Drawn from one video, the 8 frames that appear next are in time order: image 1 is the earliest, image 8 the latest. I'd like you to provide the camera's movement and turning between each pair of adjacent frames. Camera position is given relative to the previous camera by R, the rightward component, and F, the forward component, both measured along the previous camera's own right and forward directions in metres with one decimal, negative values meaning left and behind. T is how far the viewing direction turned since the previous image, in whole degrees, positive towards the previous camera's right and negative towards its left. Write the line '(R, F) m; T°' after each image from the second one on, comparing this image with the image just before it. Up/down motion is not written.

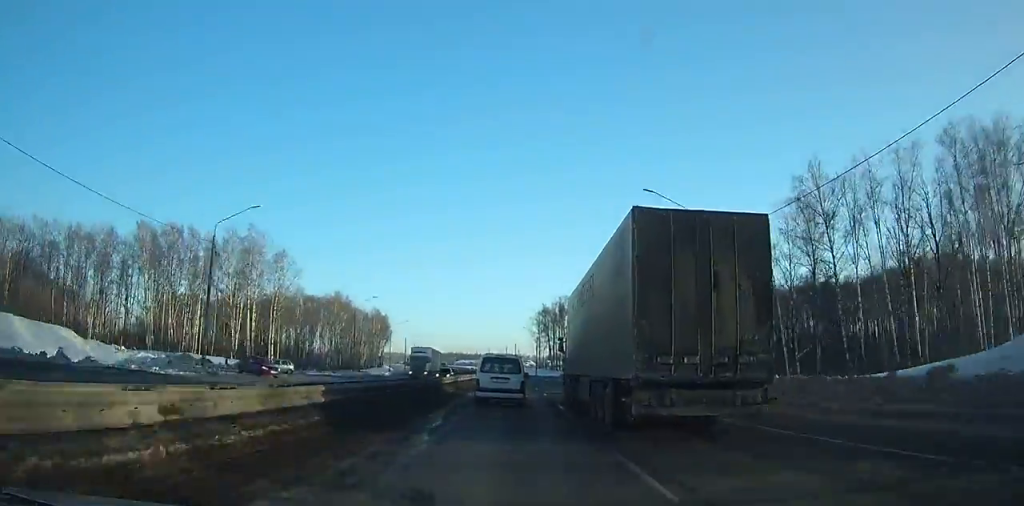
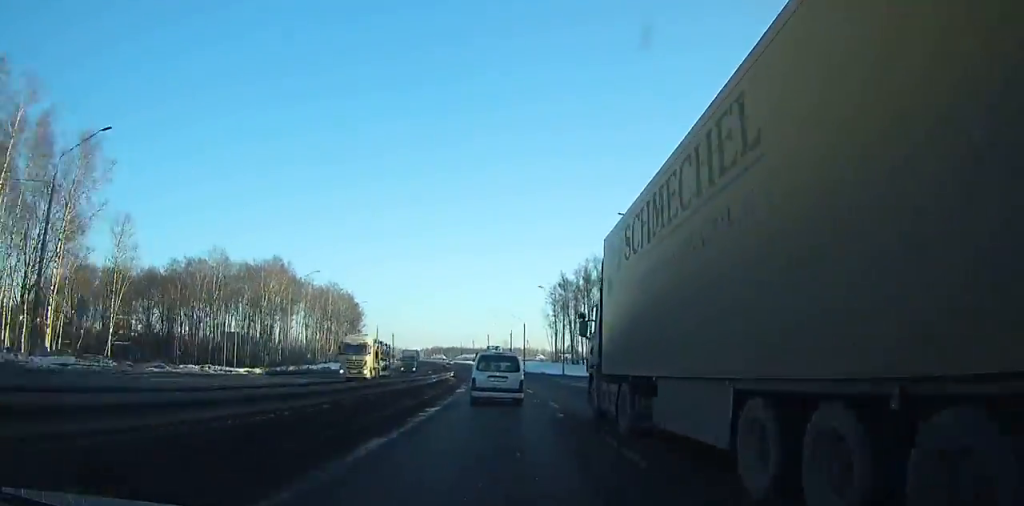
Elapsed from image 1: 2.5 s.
(-1.2, +58.2) m; -3°
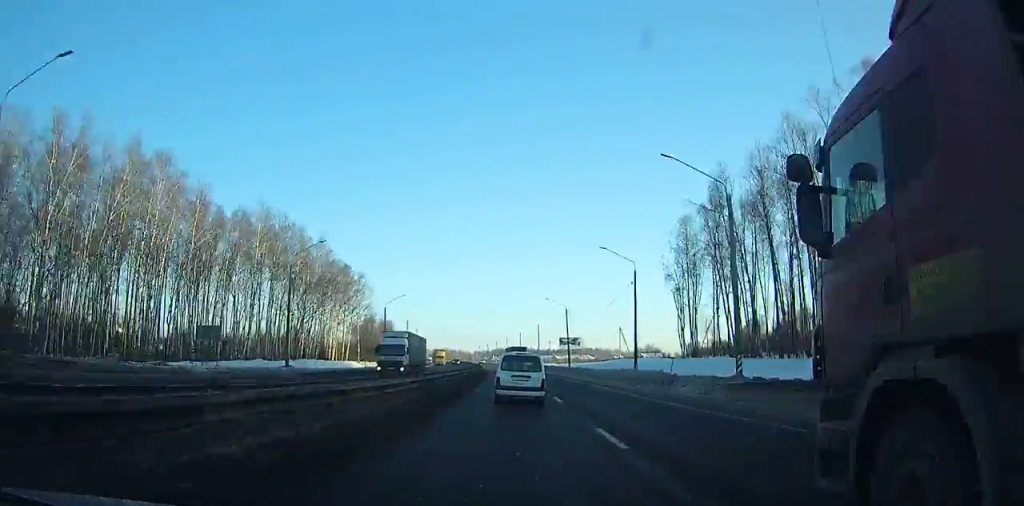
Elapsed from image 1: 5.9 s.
(-3.7, +79.4) m; -5°
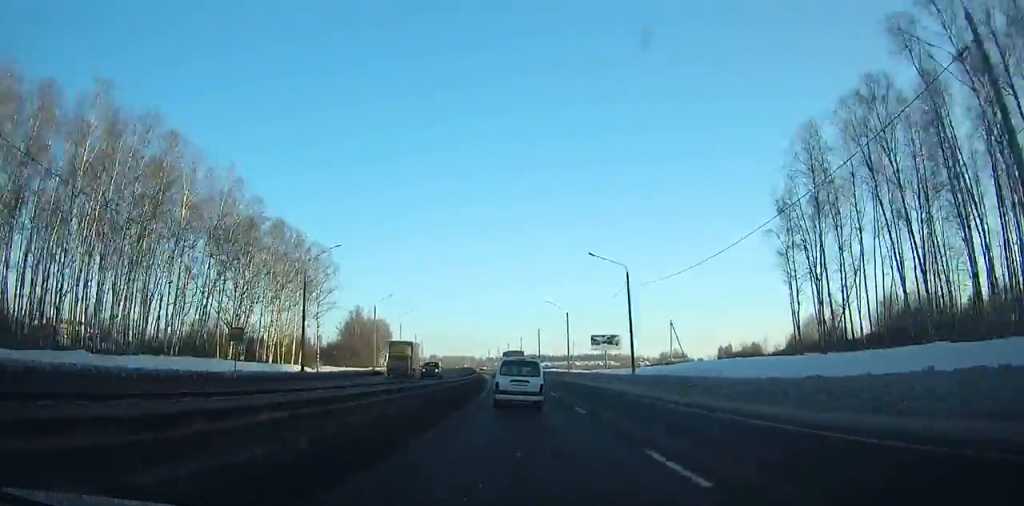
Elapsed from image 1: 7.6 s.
(-0.7, +40.2) m; -2°
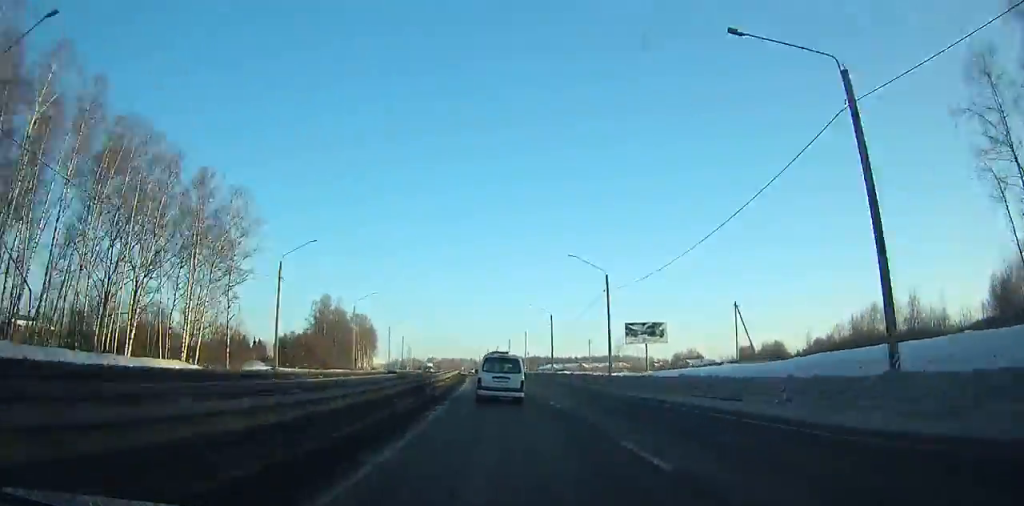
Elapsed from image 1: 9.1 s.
(-0.1, +35.8) m; -1°
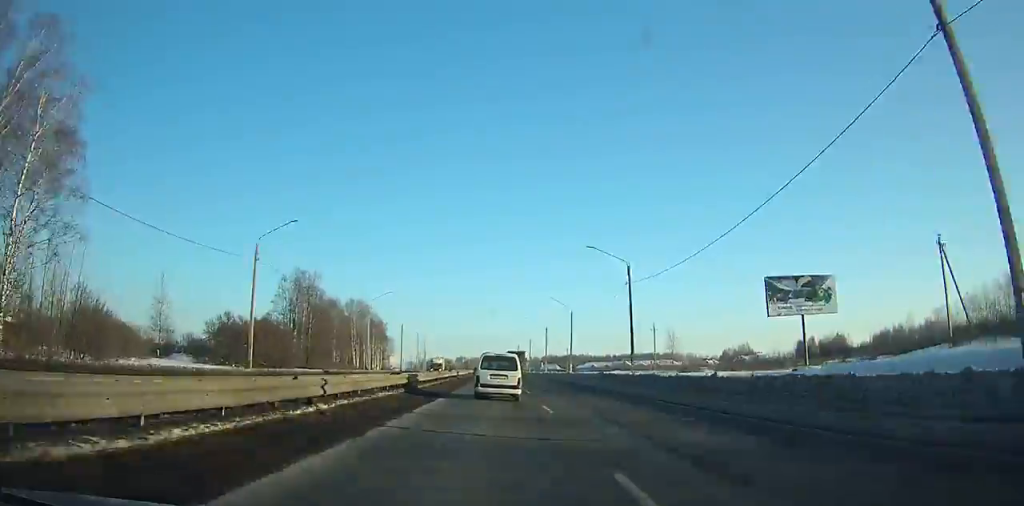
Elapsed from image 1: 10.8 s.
(-0.7, +41.1) m; -2°
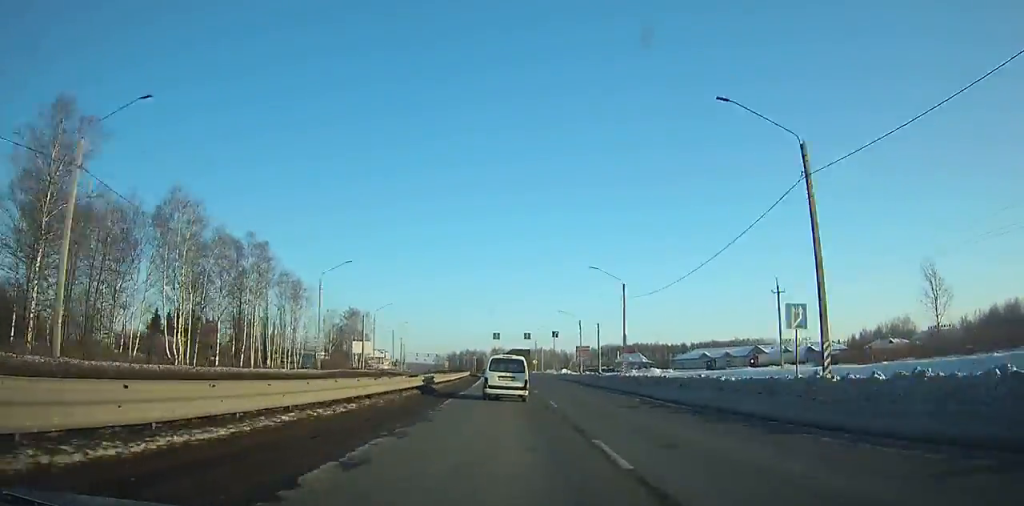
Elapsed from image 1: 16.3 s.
(-6.6, +135.8) m; -5°
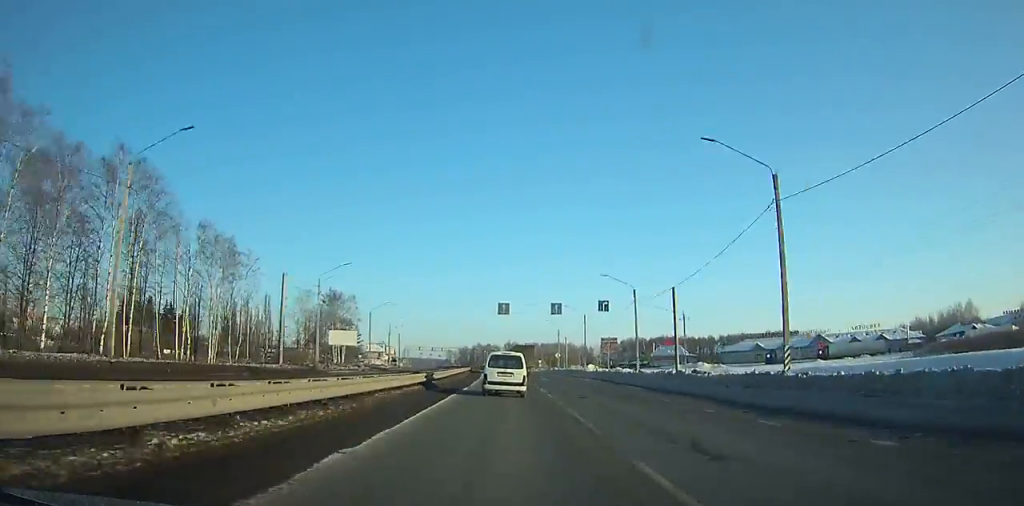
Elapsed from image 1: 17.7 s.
(-0.6, +34.2) m; -1°
